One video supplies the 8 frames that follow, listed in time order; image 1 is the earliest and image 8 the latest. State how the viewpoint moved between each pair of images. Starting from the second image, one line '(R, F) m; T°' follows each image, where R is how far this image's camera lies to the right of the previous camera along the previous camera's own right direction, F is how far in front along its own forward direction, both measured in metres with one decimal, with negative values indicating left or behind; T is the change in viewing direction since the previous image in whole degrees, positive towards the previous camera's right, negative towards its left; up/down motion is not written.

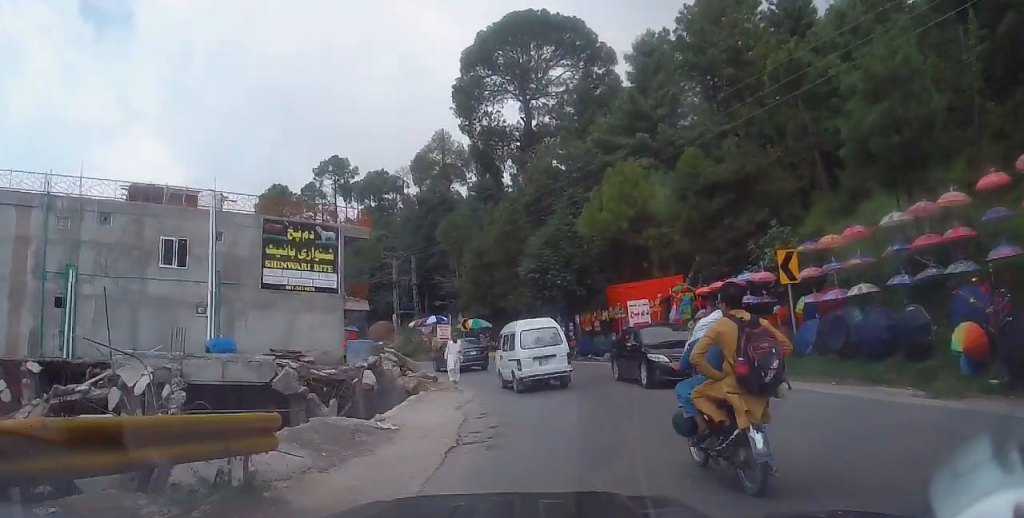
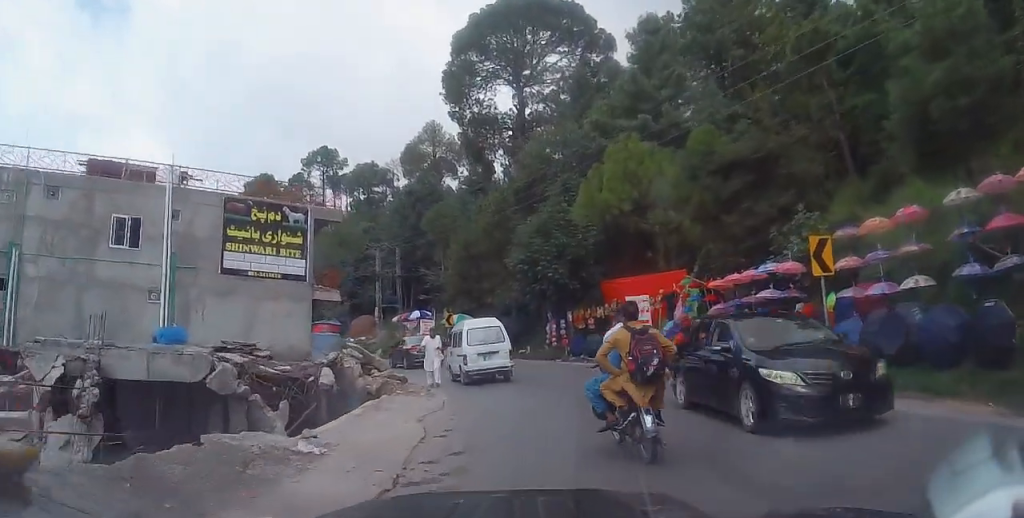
(+0.1, +2.8) m; +5°
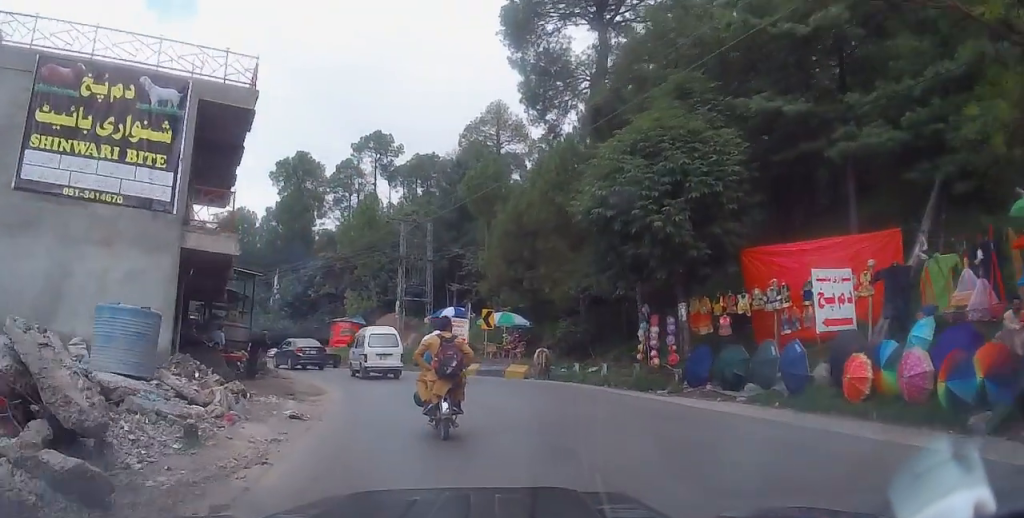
(-0.5, +13.7) m; -13°
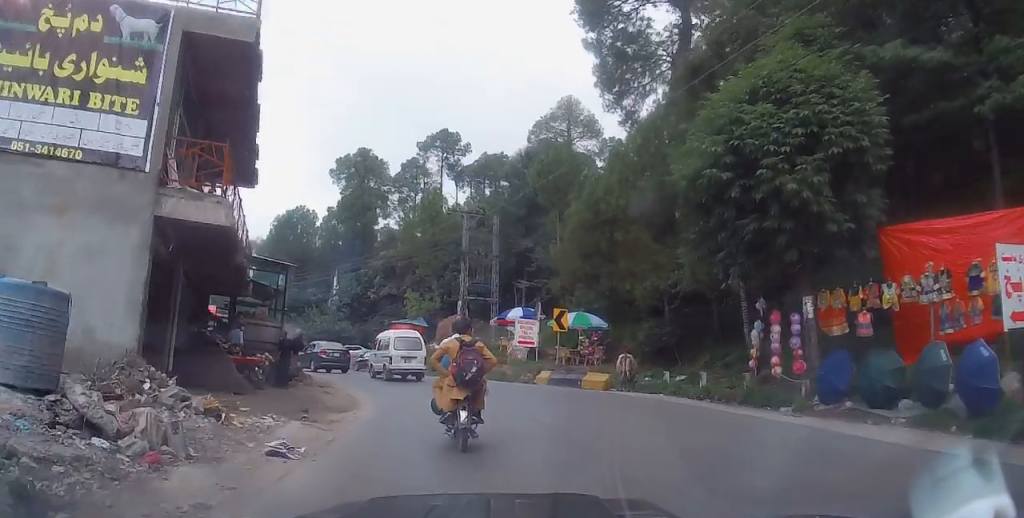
(-0.2, +3.7) m; -5°
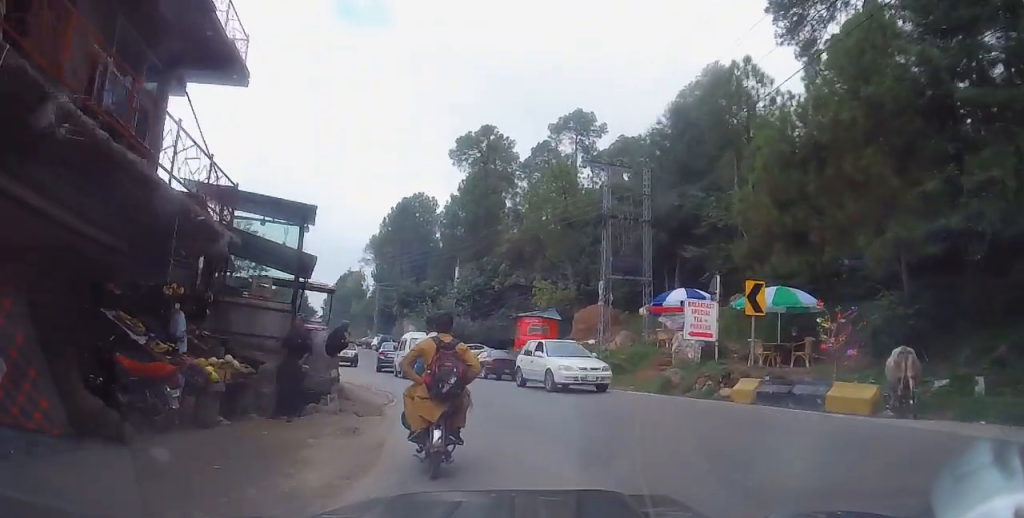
(+0.3, +9.2) m; -2°
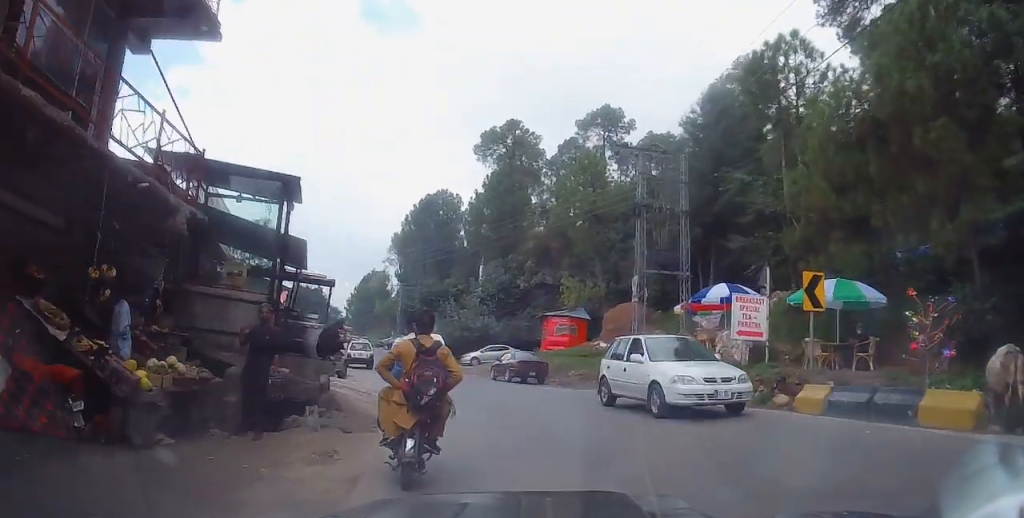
(-0.2, +2.1) m; -4°
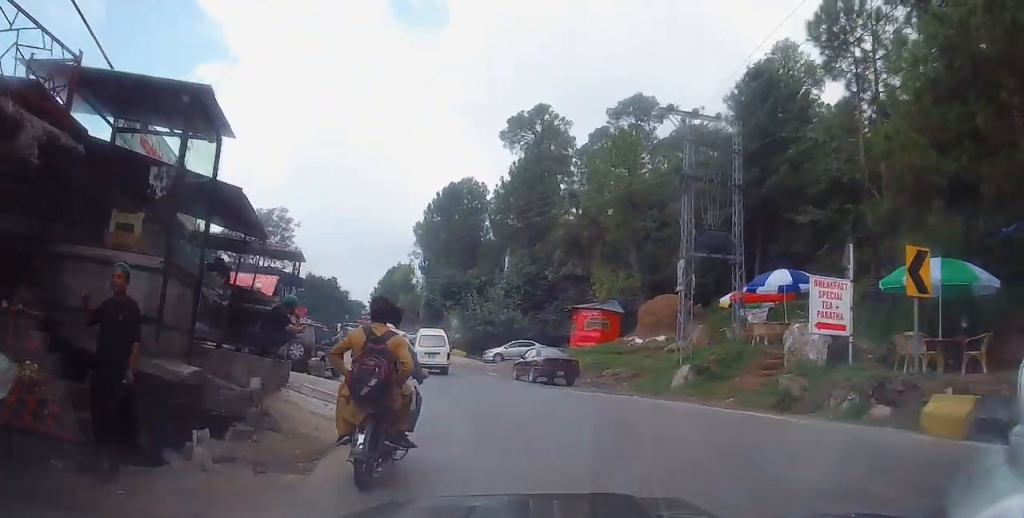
(-0.4, +3.4) m; -7°
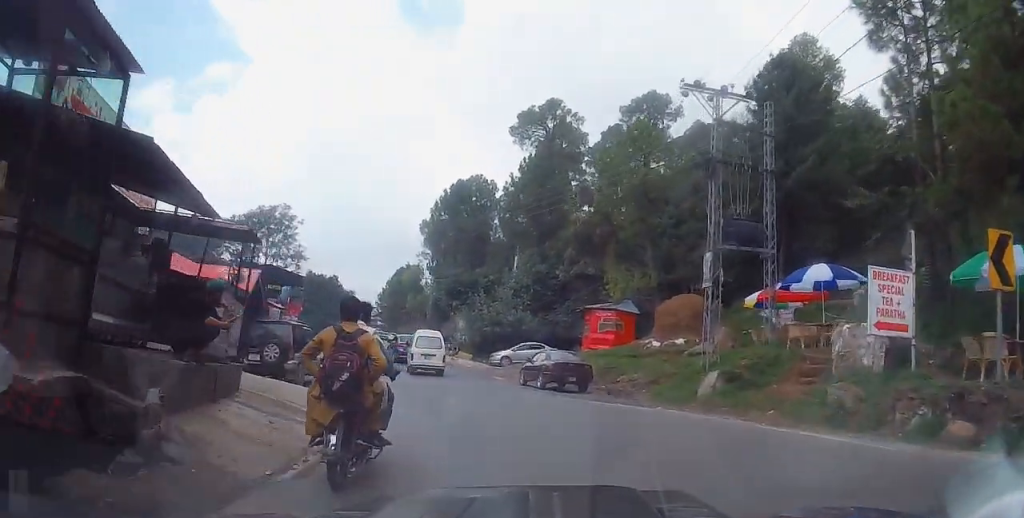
(0.0, +2.3) m; 0°
